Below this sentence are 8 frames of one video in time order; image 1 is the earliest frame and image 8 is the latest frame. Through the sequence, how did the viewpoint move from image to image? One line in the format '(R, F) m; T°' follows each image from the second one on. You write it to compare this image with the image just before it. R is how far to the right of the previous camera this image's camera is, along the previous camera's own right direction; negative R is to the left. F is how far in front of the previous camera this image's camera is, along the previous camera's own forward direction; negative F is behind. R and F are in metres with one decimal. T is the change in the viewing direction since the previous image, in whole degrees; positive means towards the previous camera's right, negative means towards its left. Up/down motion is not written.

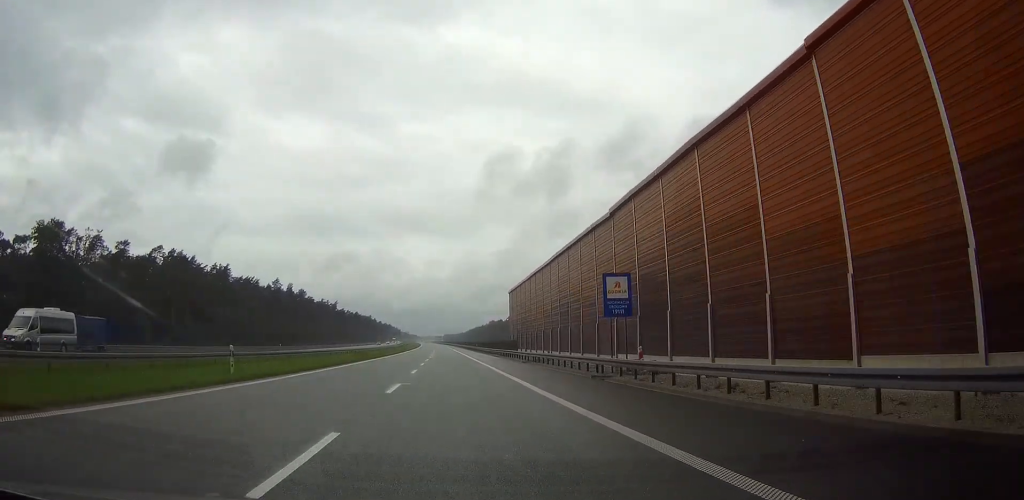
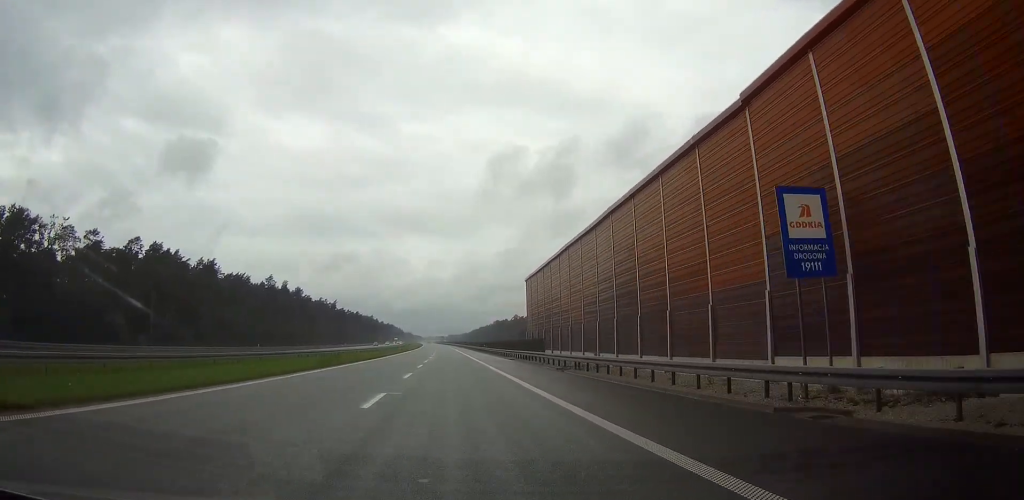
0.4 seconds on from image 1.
(-0.1, +16.1) m; 0°
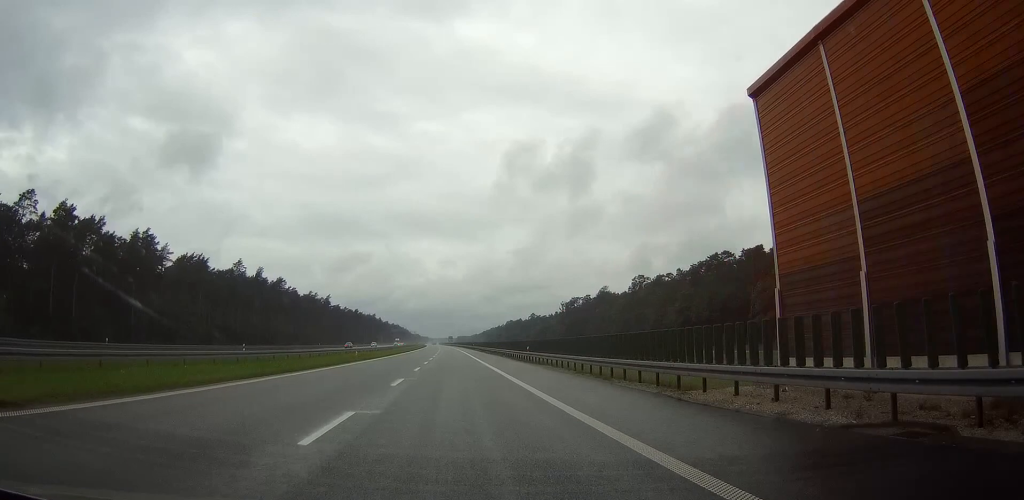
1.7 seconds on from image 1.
(-0.2, +52.2) m; 0°
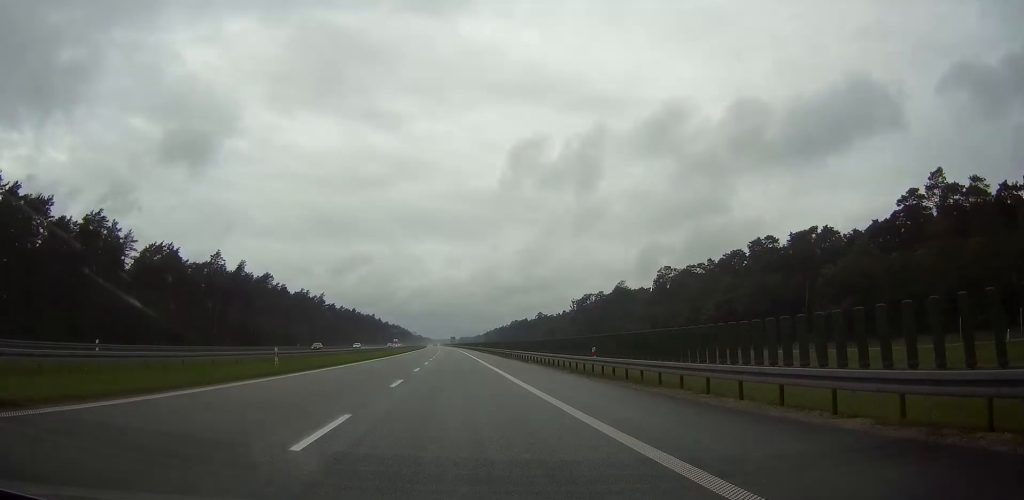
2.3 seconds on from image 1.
(-0.1, +24.1) m; 0°
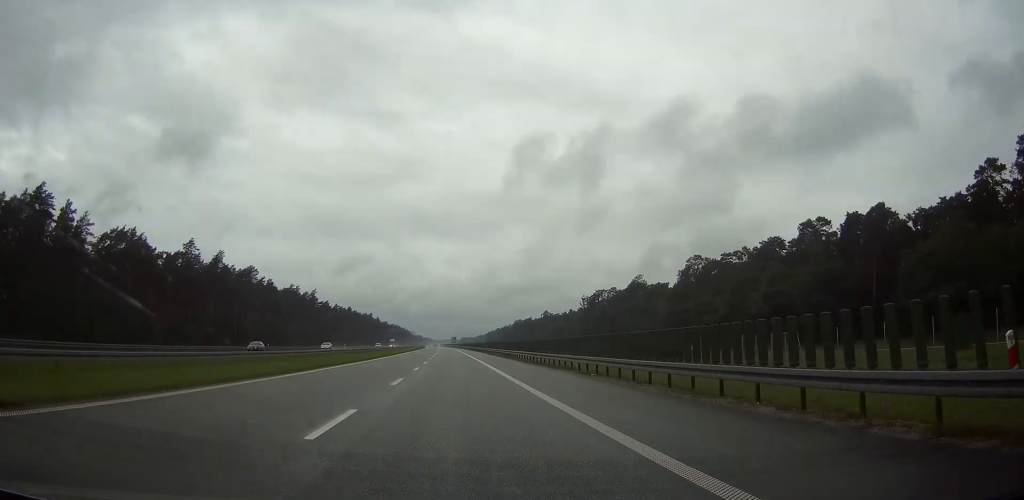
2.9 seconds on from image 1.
(0.0, +22.7) m; 0°
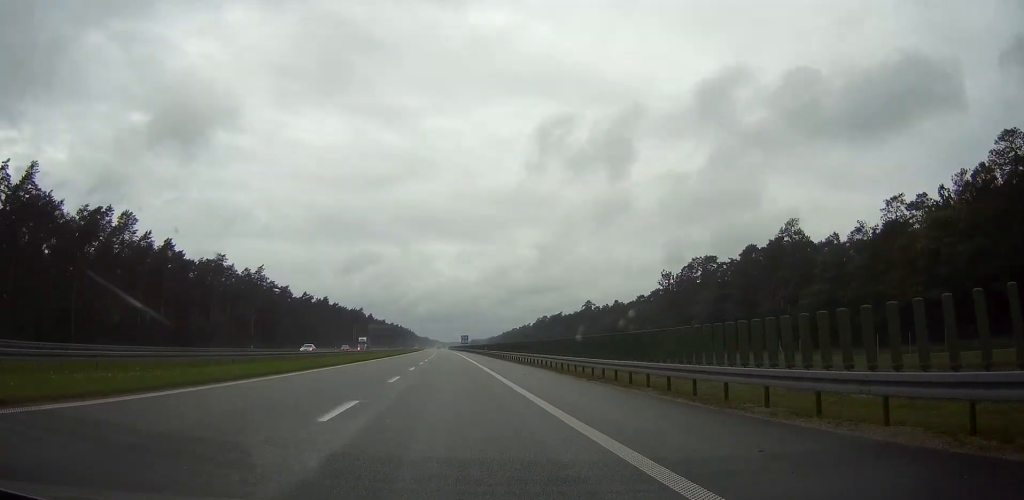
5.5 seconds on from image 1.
(-0.9, +103.8) m; -1°
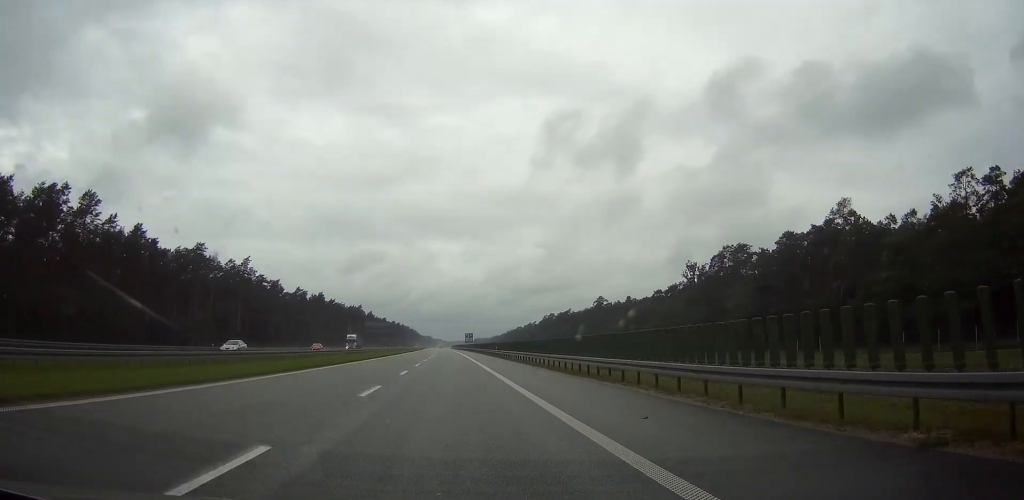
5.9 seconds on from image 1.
(0.0, +18.4) m; 0°
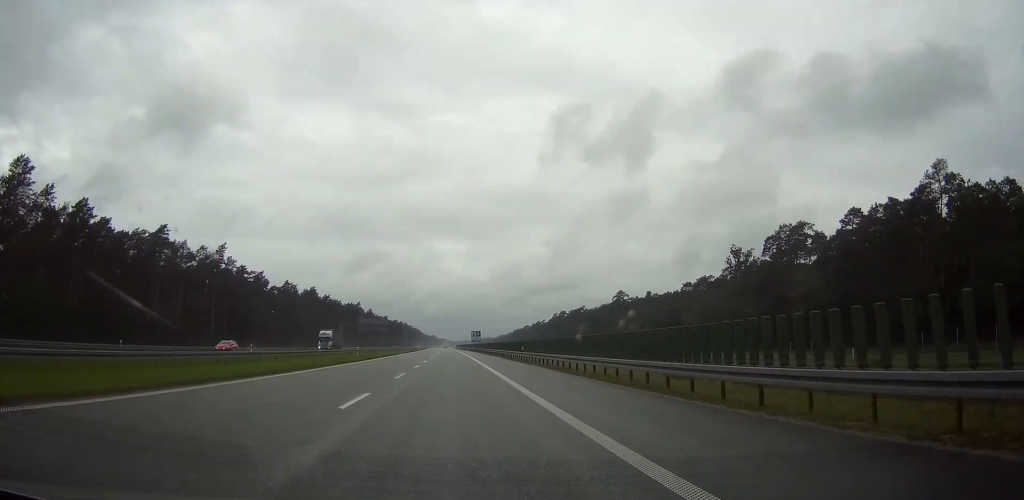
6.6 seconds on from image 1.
(-0.2, +26.0) m; 0°
